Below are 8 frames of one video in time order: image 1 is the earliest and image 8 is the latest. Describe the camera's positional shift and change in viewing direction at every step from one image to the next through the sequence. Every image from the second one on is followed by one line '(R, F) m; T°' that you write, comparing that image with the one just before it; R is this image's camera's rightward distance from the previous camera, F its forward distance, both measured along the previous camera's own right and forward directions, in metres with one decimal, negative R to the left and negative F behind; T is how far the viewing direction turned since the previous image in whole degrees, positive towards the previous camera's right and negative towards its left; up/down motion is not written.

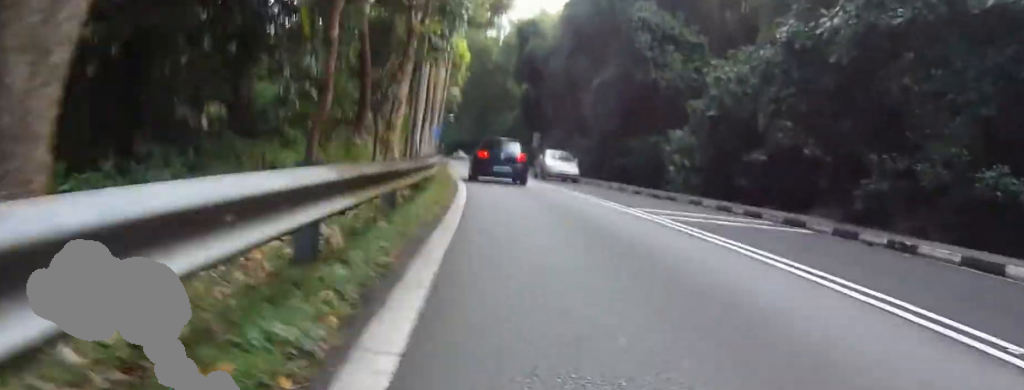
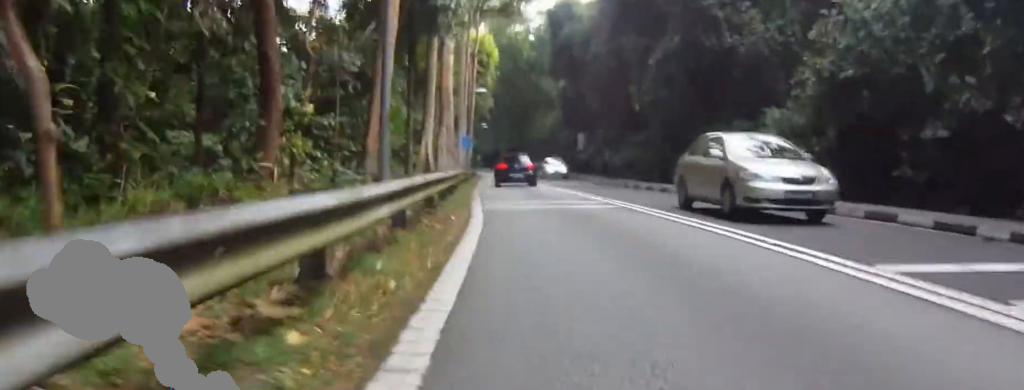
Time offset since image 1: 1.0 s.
(-1.3, +7.6) m; -9°
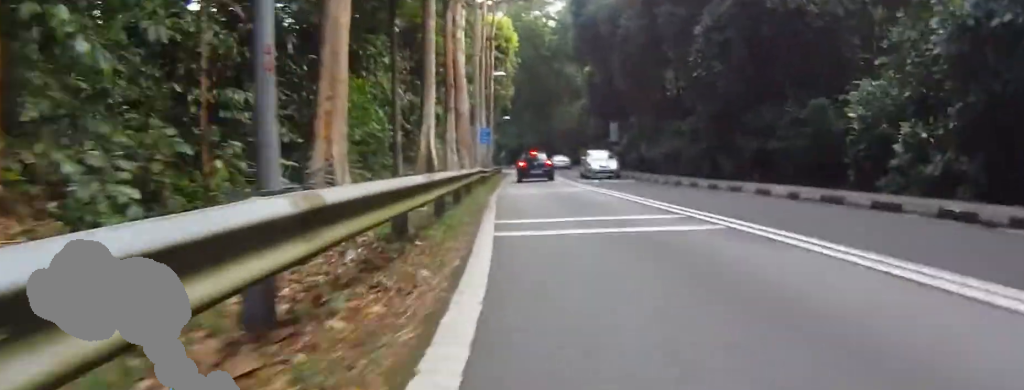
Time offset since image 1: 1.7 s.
(-0.3, +5.9) m; +2°
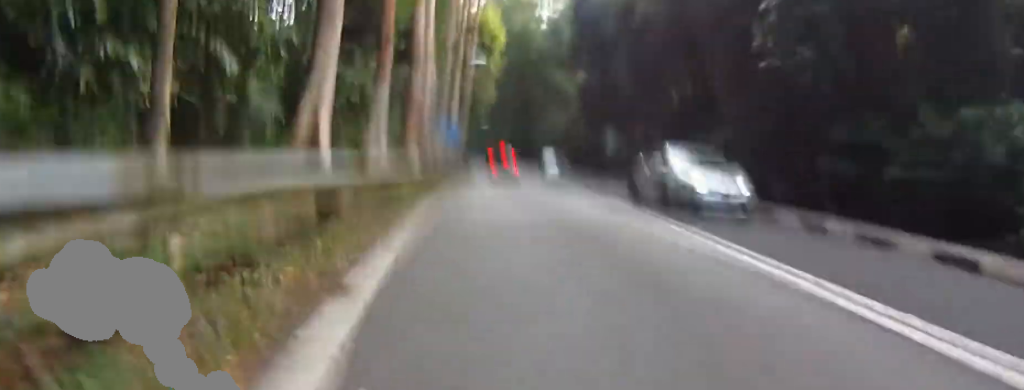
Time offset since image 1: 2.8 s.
(+0.6, +10.8) m; -1°
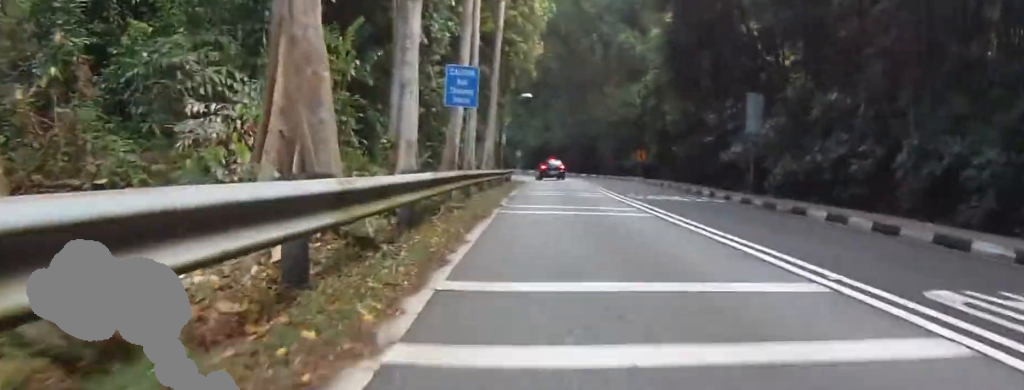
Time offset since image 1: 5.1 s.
(+1.2, +20.7) m; +11°
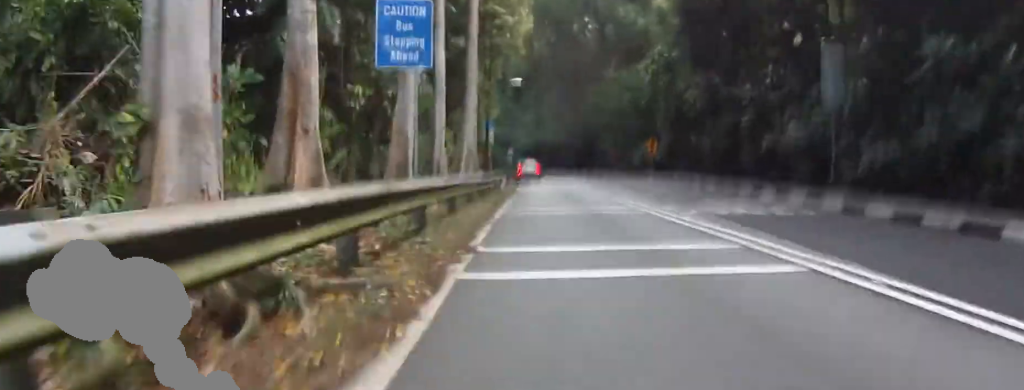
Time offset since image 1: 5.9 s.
(+0.1, +7.2) m; 0°
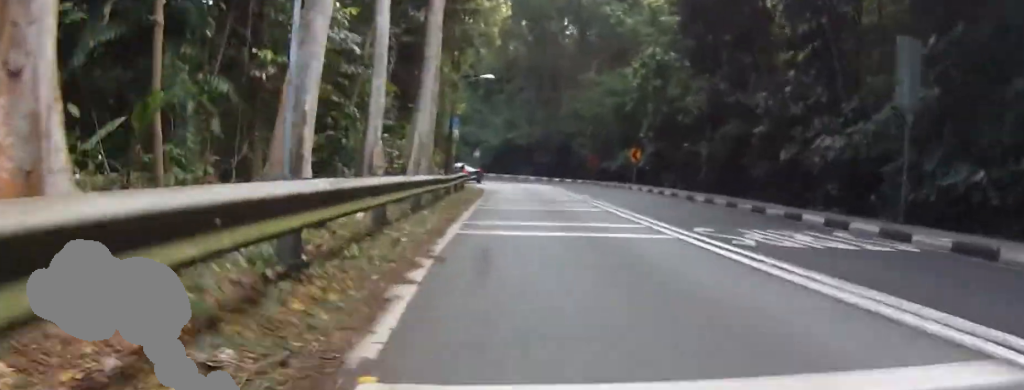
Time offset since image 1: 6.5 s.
(+0.4, +4.6) m; -4°
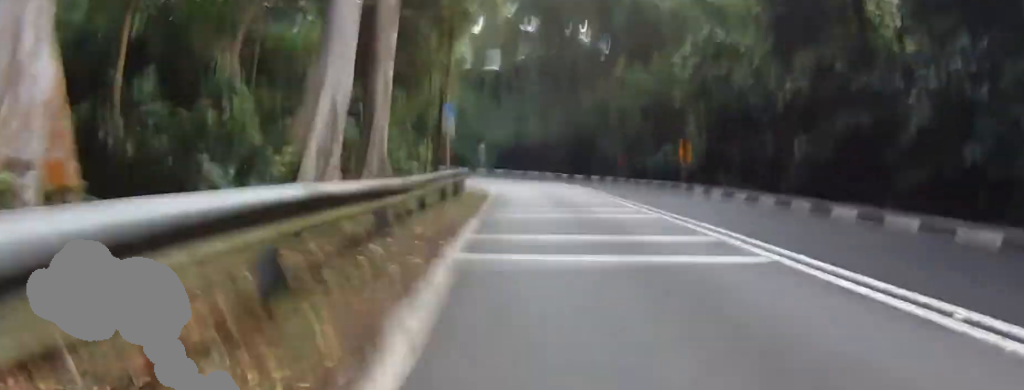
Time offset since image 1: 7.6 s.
(-1.1, +7.4) m; +13°
